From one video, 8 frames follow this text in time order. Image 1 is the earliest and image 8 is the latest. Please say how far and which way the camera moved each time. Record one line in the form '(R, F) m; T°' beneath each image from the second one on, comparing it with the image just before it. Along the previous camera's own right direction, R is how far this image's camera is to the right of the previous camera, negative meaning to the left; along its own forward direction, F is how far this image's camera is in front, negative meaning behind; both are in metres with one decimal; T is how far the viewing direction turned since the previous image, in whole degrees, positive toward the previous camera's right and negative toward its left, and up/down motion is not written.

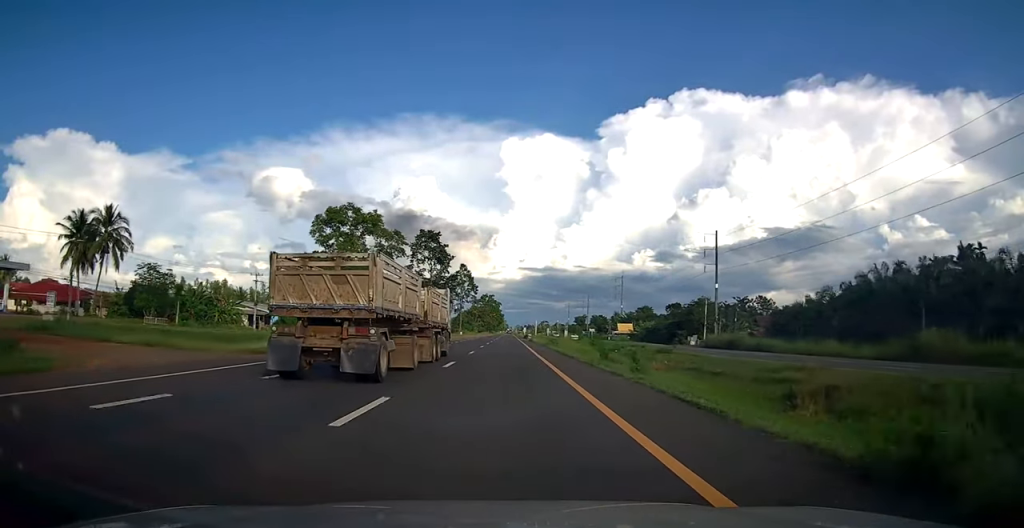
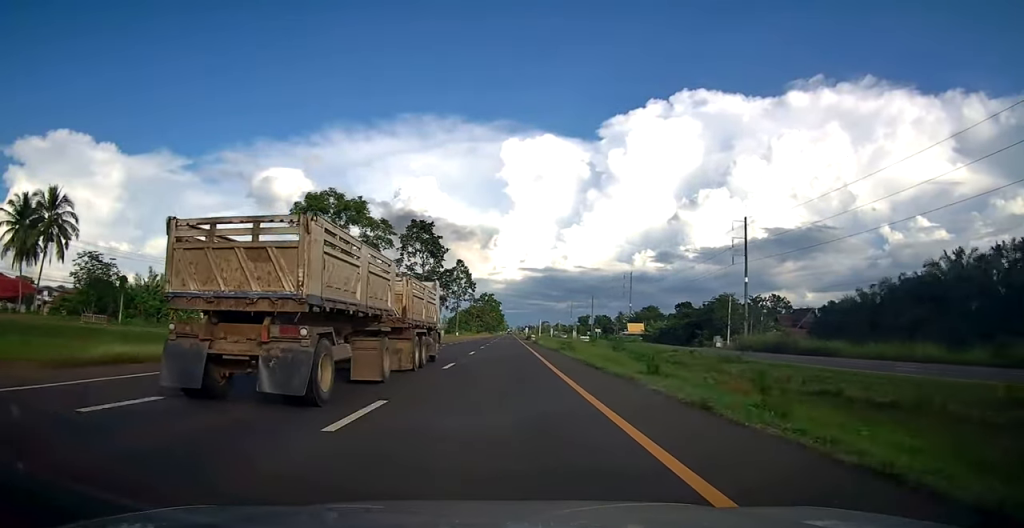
(0.0, +12.2) m; 0°
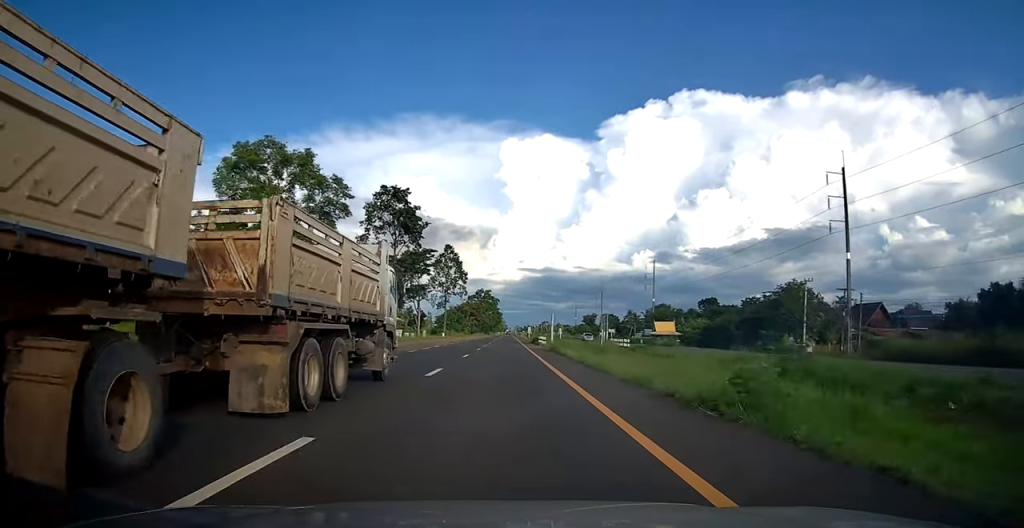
(0.0, +27.3) m; 0°
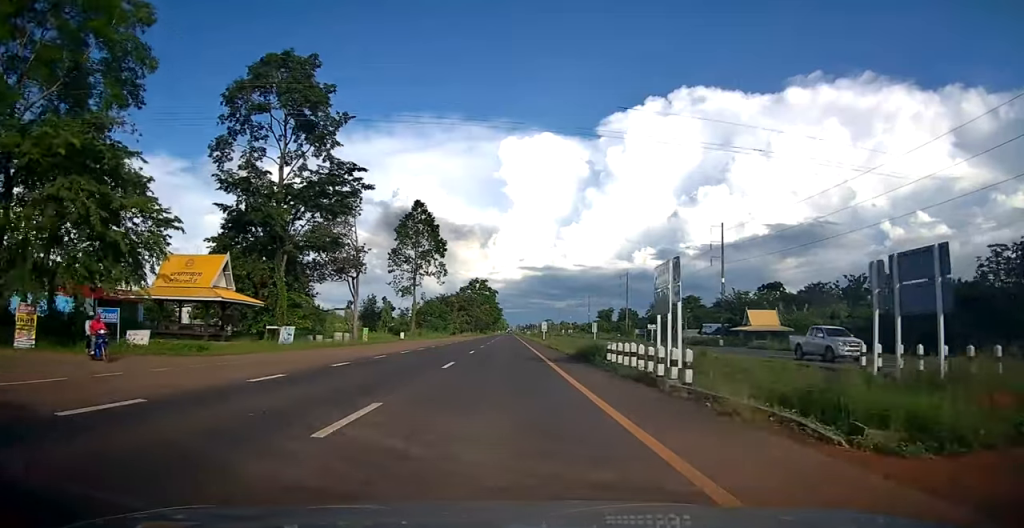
(-0.1, +44.5) m; 0°
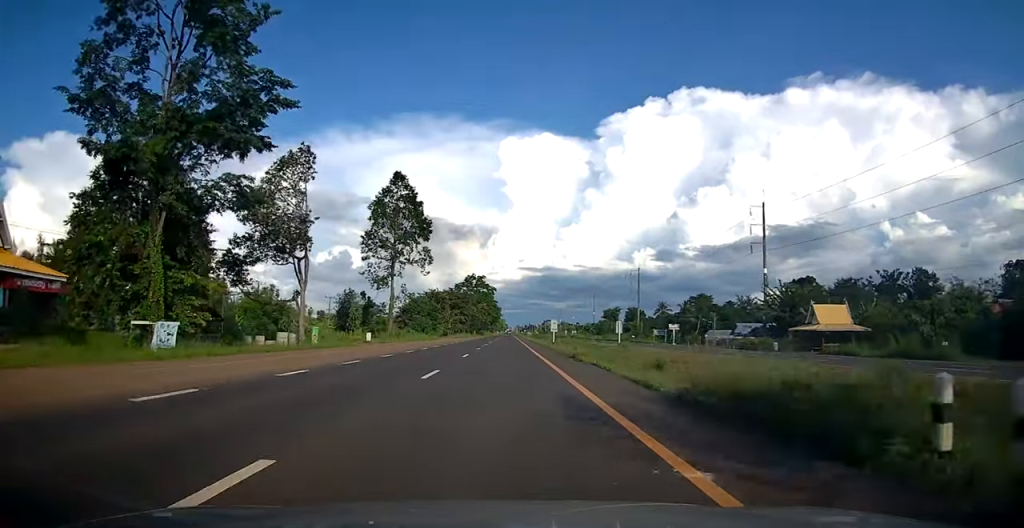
(-0.1, +16.2) m; 0°
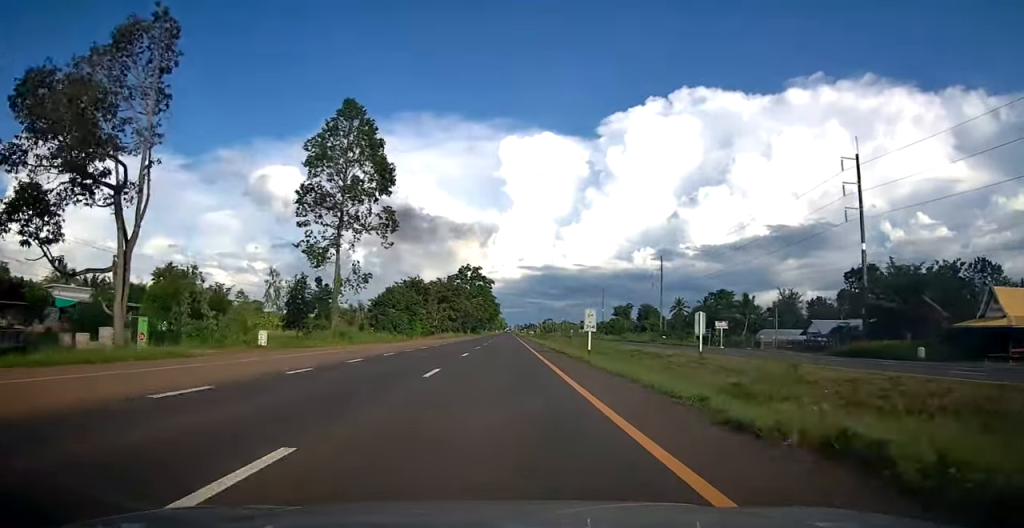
(+0.2, +23.3) m; 0°
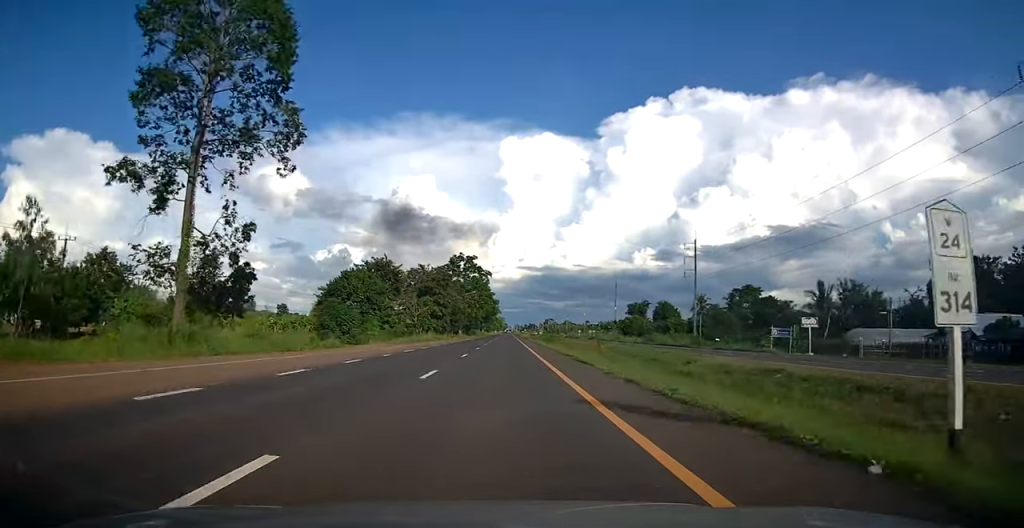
(0.0, +24.2) m; 0°
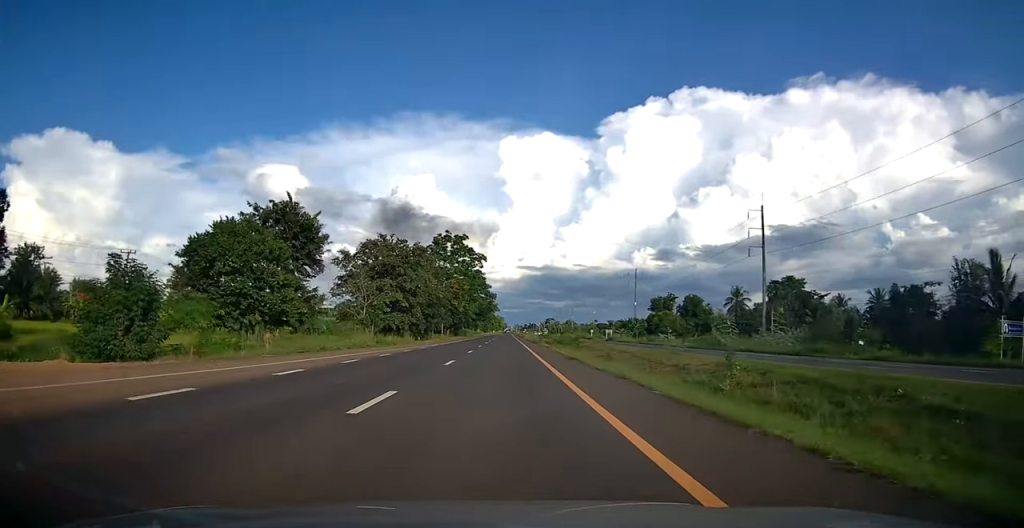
(0.0, +30.4) m; 0°
